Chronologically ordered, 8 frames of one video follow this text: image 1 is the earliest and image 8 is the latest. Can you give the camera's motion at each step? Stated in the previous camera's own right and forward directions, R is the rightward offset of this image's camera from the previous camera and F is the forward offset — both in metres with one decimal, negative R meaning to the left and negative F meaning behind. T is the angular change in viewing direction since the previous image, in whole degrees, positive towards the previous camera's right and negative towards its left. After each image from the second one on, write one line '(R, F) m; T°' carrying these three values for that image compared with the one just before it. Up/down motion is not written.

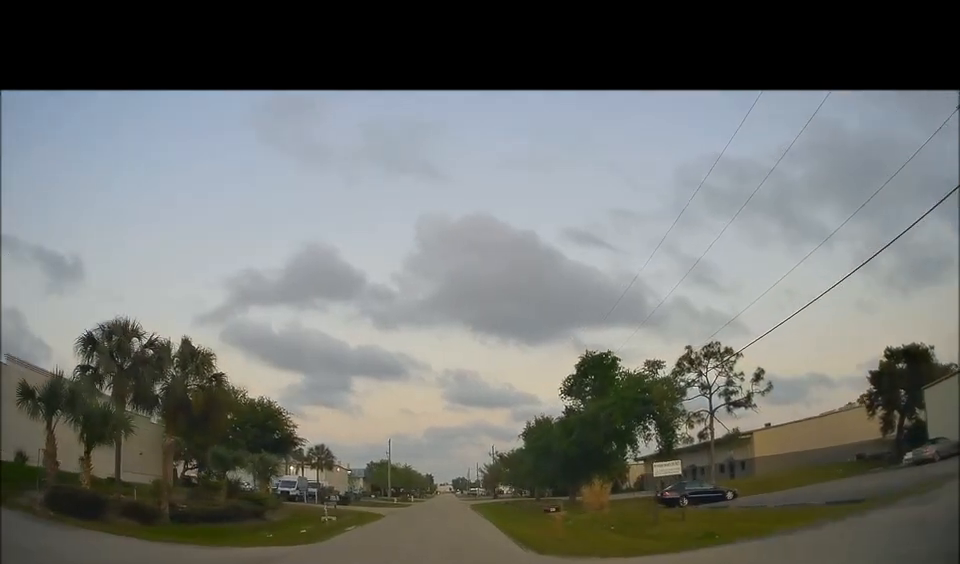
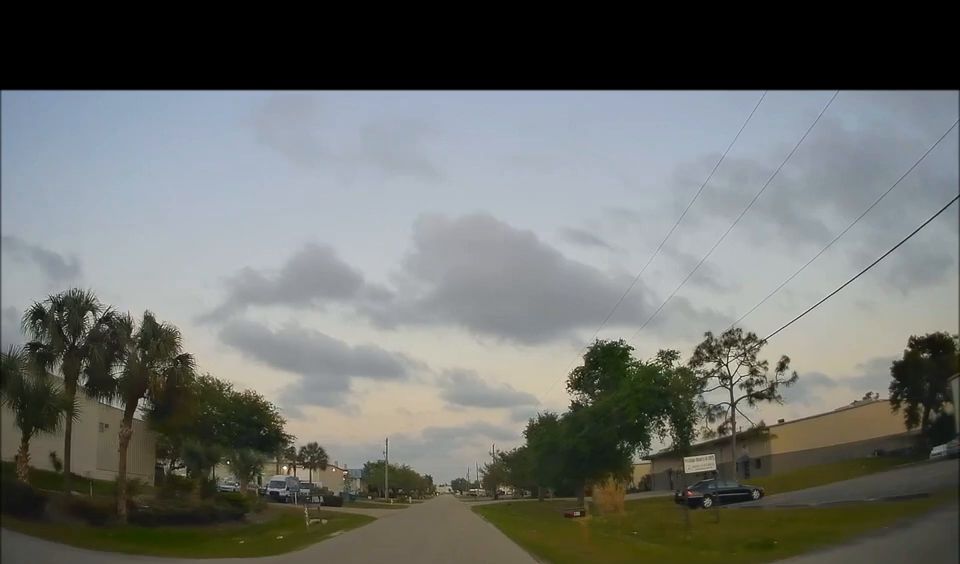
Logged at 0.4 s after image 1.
(0.0, +3.2) m; 0°
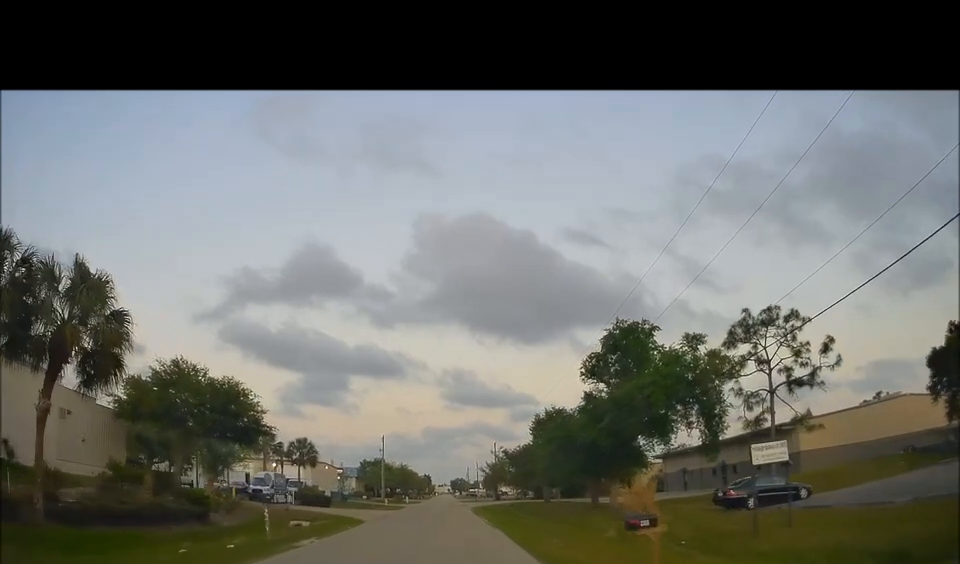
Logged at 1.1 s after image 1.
(0.0, +4.6) m; 0°
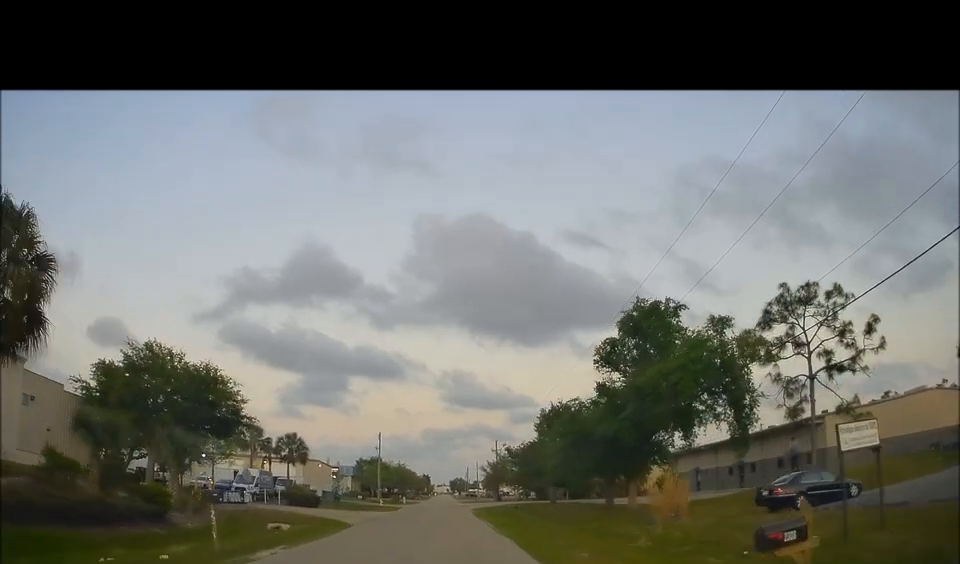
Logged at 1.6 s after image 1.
(0.0, +3.9) m; 0°
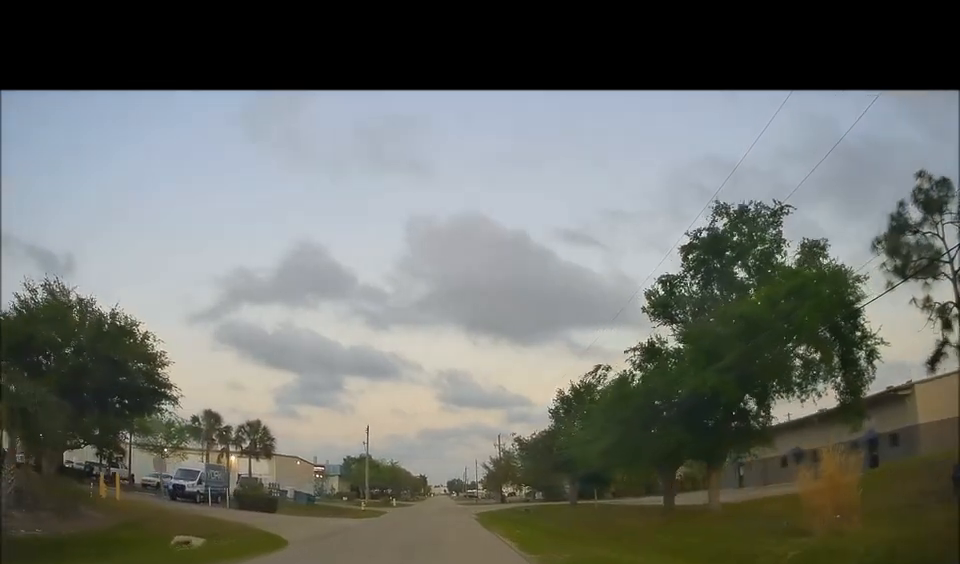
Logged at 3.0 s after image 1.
(0.0, +10.5) m; 0°
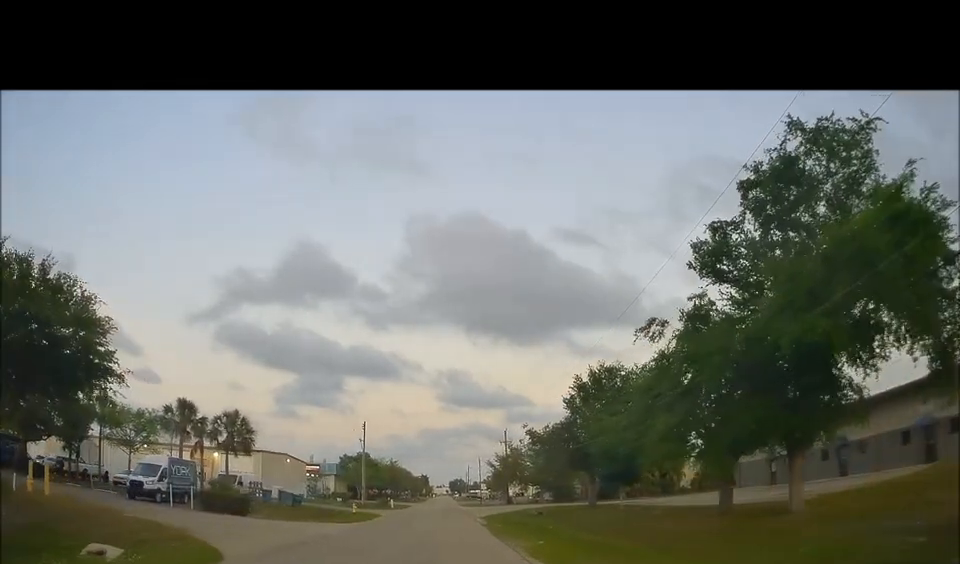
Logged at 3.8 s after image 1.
(0.0, +5.4) m; 0°
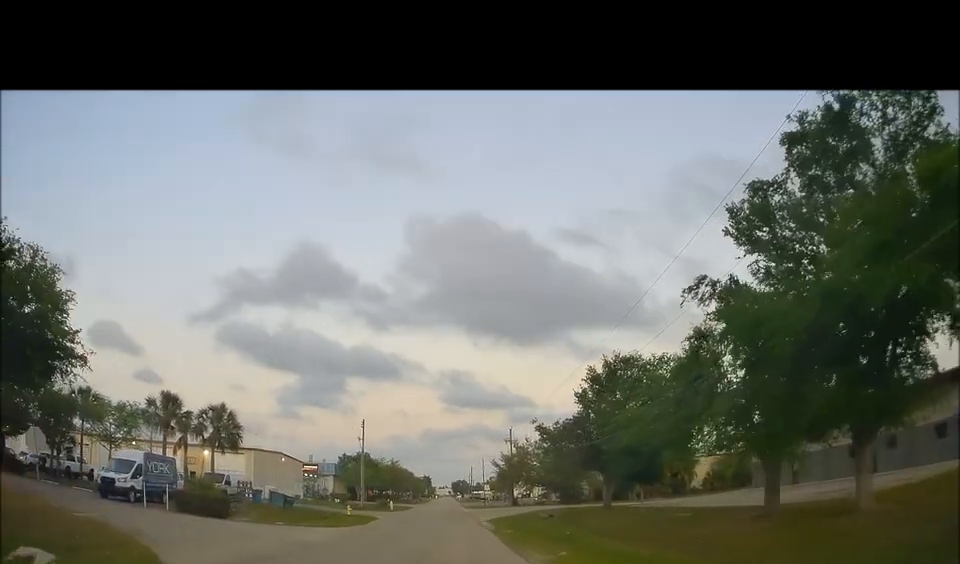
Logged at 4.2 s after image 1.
(0.0, +3.0) m; 0°
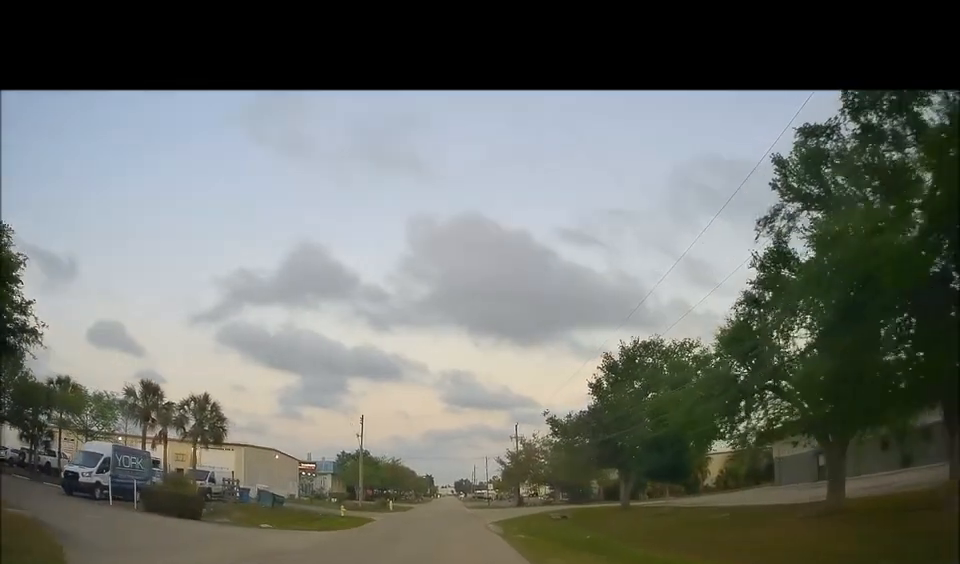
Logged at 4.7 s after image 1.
(0.0, +3.1) m; 0°
